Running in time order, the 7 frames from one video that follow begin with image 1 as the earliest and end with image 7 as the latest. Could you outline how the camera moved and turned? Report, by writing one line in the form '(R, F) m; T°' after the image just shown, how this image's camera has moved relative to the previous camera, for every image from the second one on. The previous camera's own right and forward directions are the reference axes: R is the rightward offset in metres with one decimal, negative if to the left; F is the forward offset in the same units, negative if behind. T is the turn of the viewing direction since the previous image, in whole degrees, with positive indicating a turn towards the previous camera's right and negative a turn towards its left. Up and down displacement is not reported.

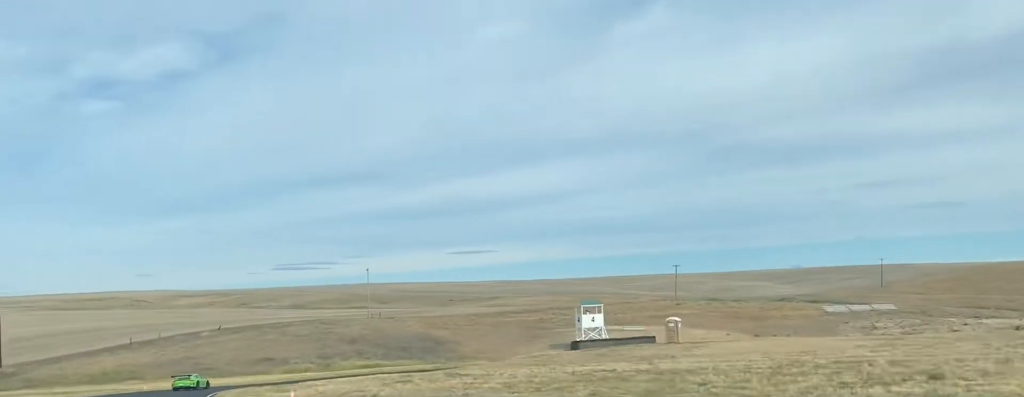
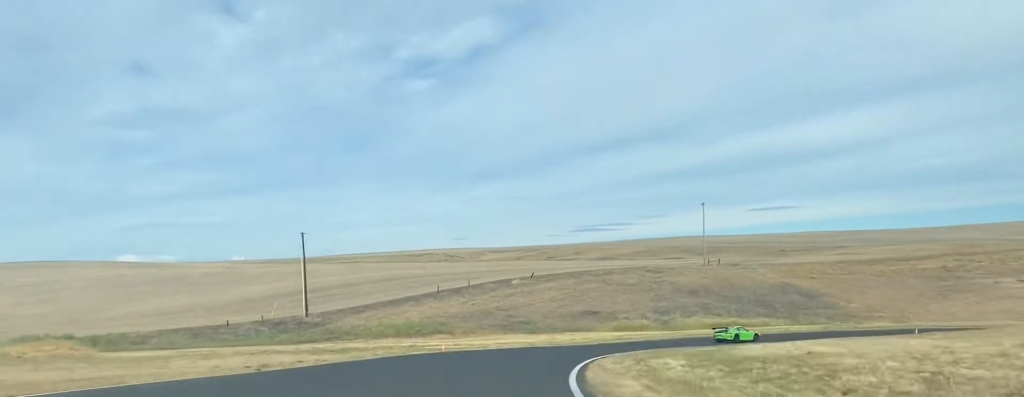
(-1.8, +31.7) m; -7°
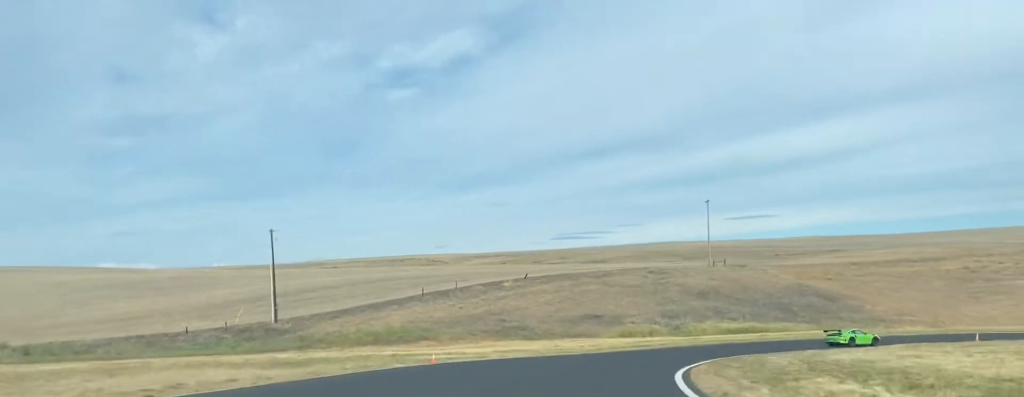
(0.0, +10.1) m; +2°
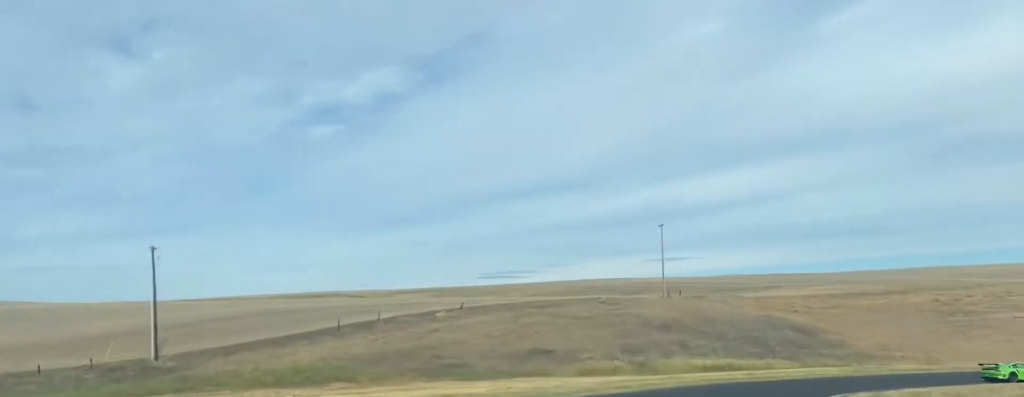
(-0.4, +13.8) m; +5°
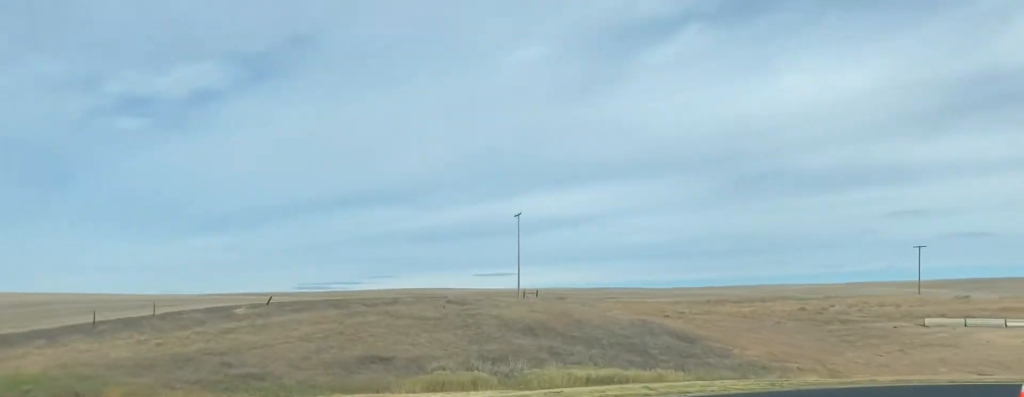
(+2.2, +19.1) m; +13°
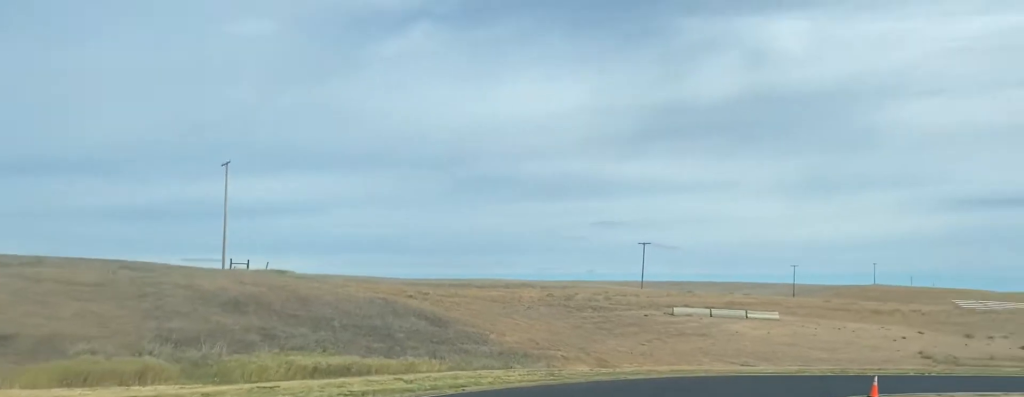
(+2.3, +17.7) m; +21°
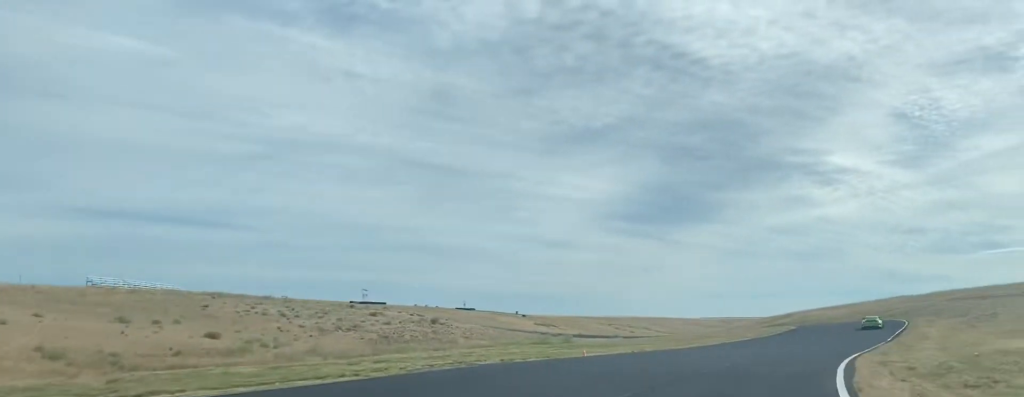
(+33.2, +36.6) m; +71°
